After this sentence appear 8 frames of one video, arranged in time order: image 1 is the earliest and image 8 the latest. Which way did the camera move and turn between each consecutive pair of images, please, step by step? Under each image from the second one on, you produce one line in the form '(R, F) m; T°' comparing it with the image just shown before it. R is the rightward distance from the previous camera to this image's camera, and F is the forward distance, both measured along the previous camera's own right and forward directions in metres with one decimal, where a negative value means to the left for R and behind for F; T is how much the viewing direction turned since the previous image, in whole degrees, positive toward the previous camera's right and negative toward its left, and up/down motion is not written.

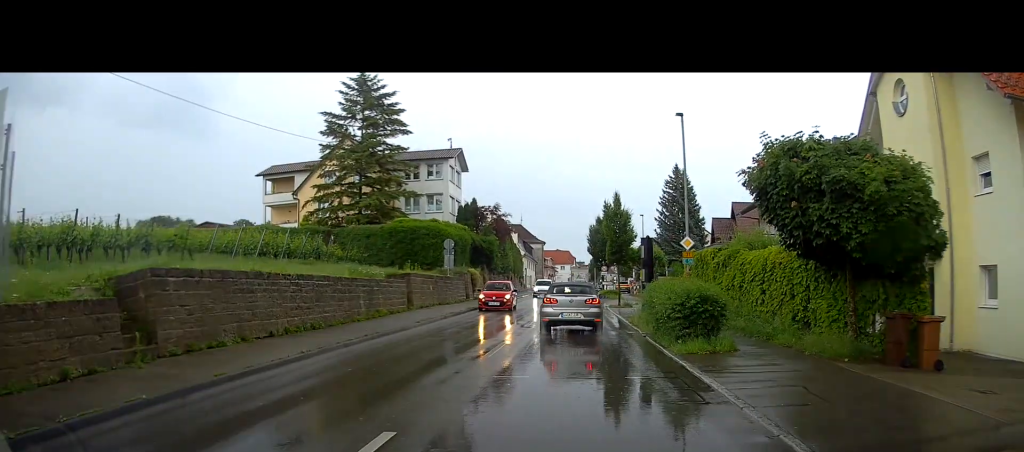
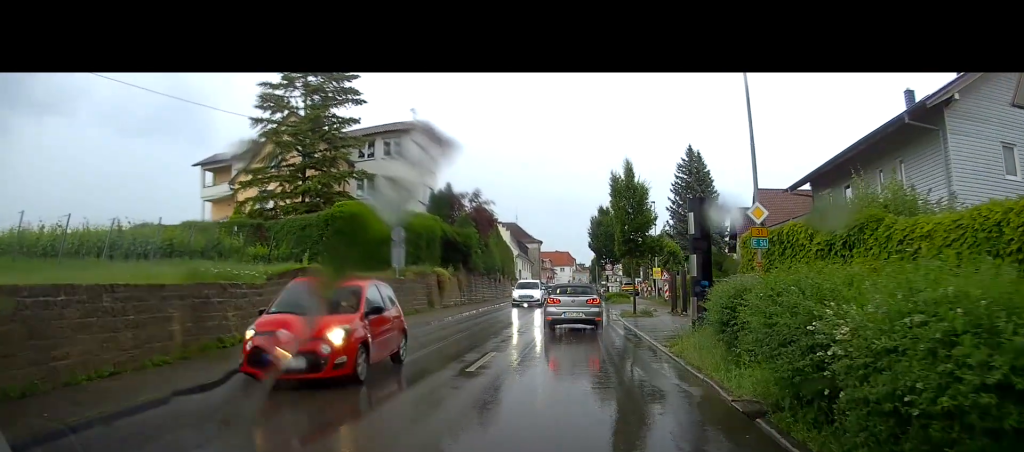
(+0.3, +9.5) m; +1°
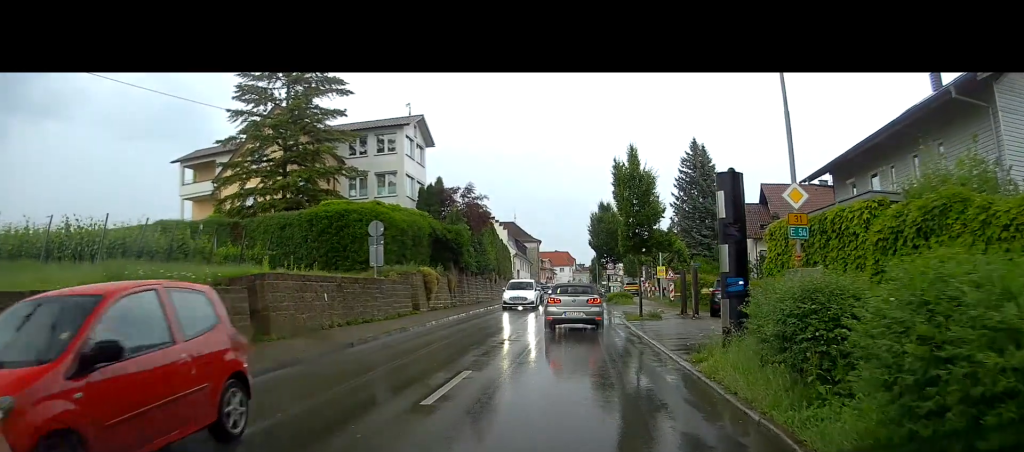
(-0.2, +2.5) m; 0°
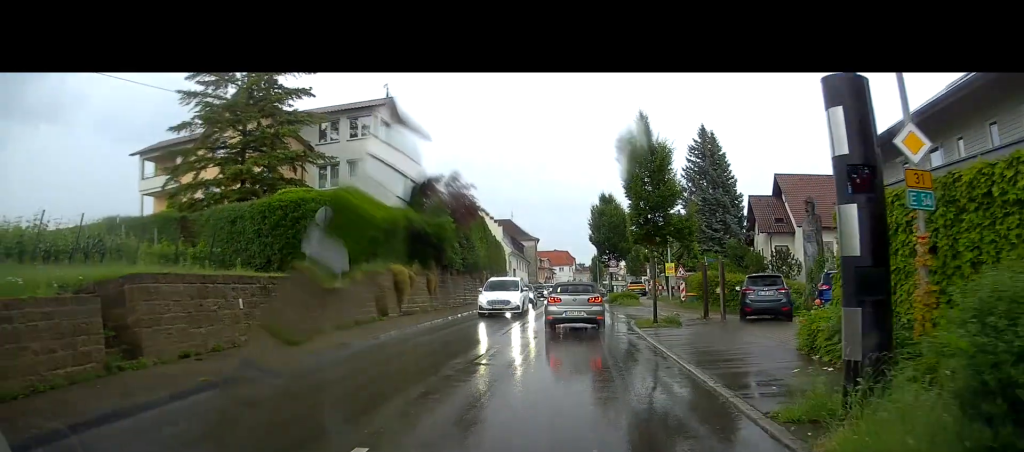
(+0.1, +4.4) m; +1°
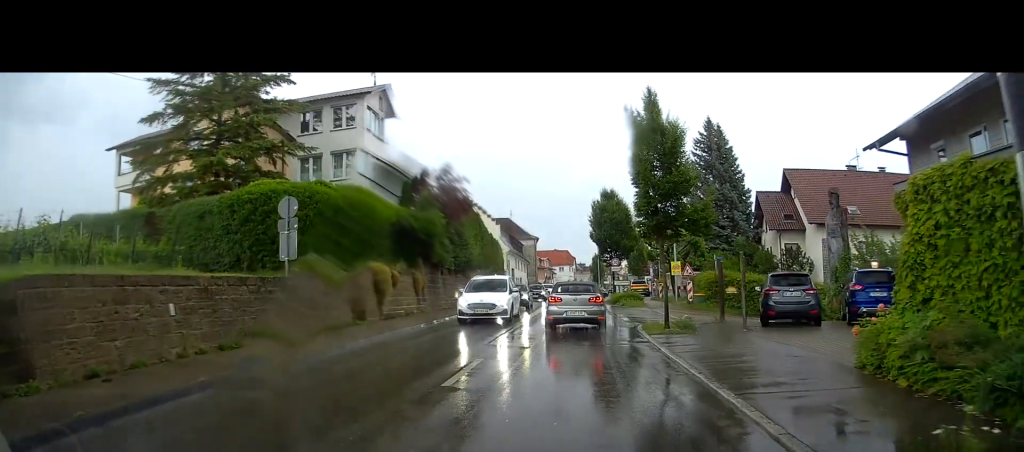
(+0.1, +2.3) m; +1°
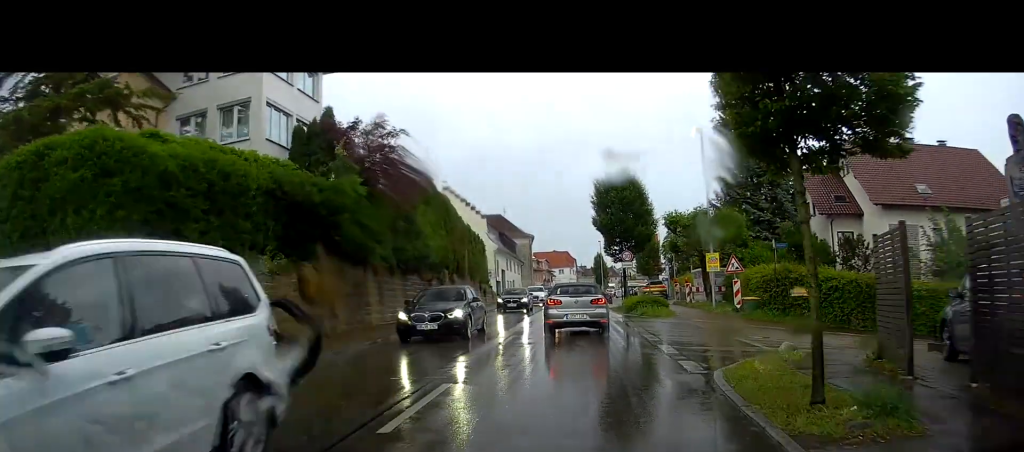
(-0.3, +11.4) m; -2°
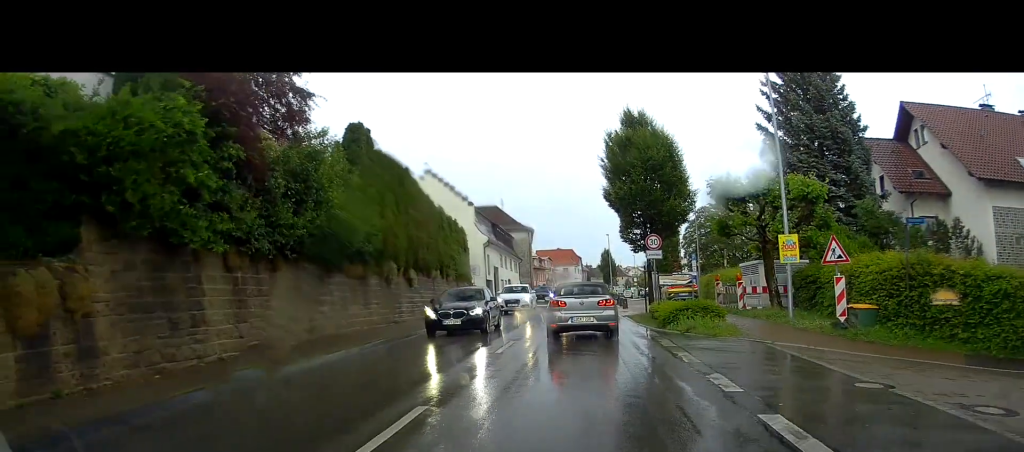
(0.0, +10.9) m; +1°
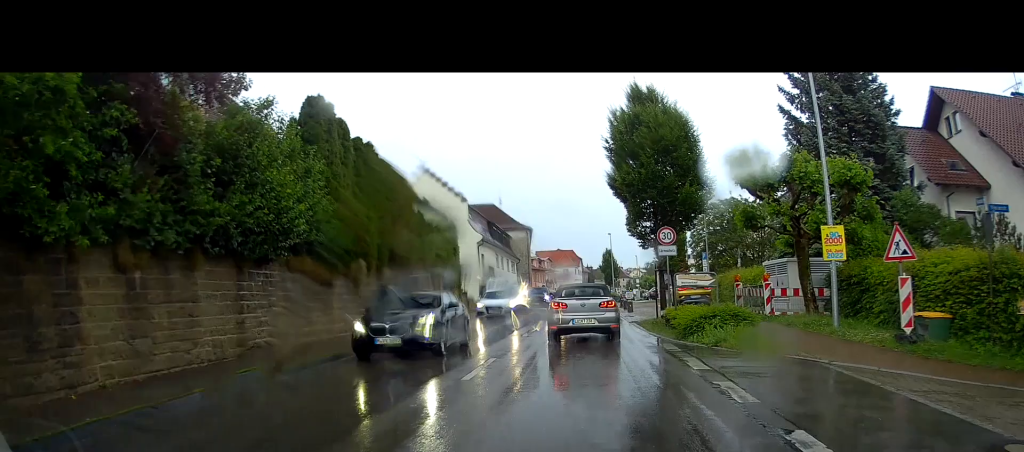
(0.0, +4.0) m; 0°
